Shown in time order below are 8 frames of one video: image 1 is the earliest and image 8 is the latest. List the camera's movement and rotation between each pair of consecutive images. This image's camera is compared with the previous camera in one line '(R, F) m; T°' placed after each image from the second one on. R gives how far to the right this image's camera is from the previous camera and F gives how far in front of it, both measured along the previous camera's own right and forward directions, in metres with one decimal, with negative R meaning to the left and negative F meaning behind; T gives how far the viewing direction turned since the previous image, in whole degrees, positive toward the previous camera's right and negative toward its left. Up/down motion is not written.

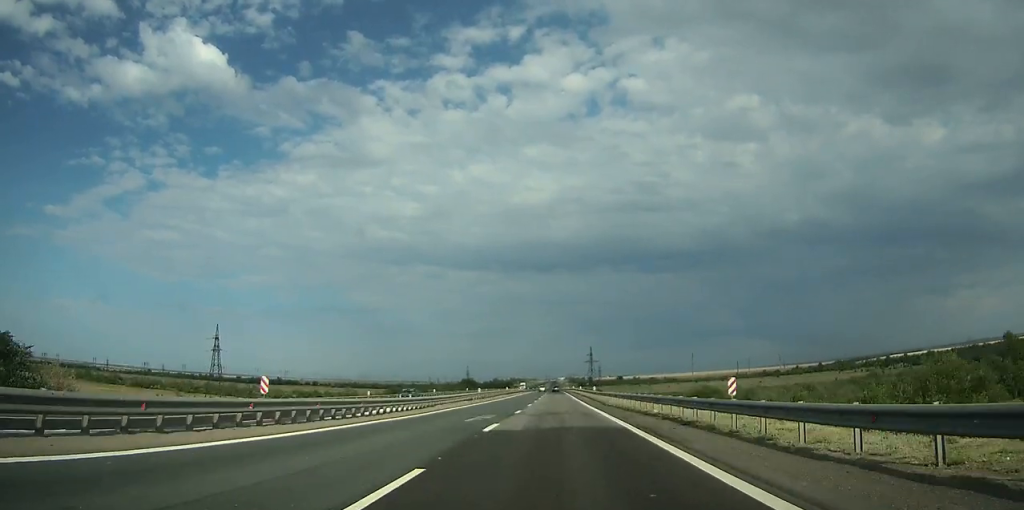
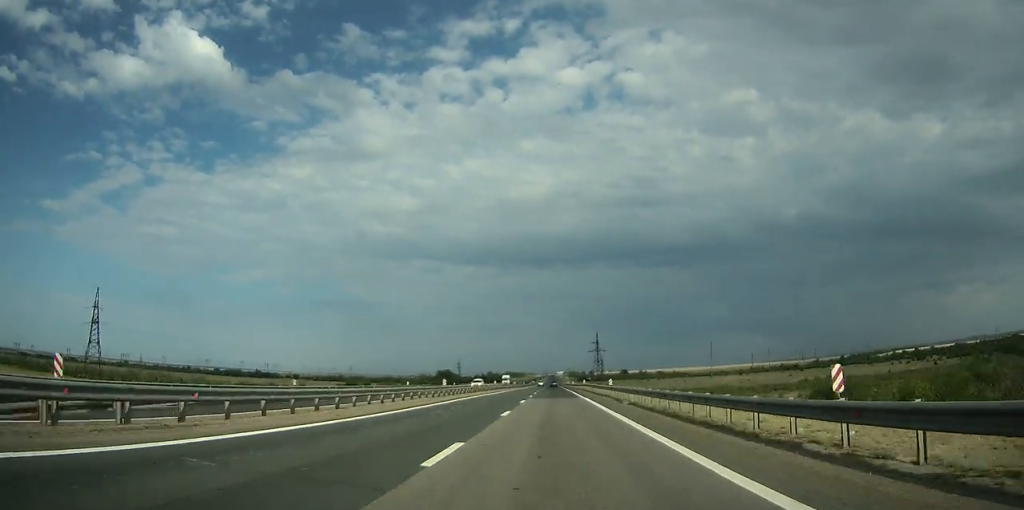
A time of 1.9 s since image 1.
(+0.1, +56.1) m; 0°
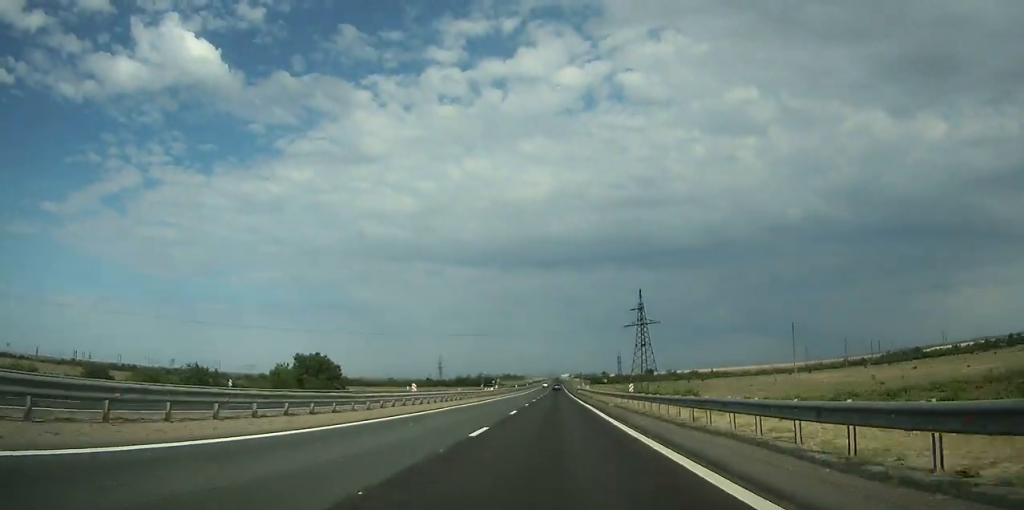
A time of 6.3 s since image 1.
(-0.3, +128.4) m; 0°
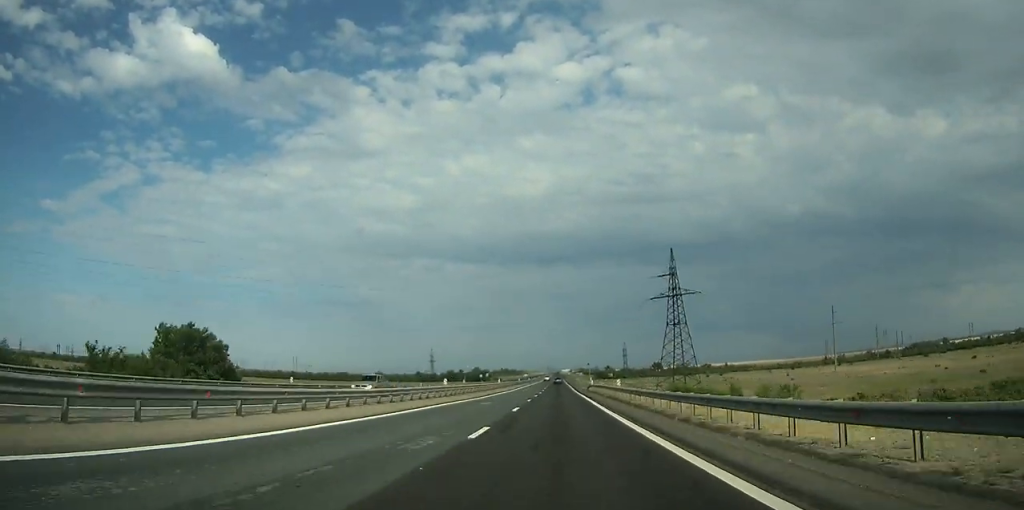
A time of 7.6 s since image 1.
(-0.2, +36.8) m; 0°
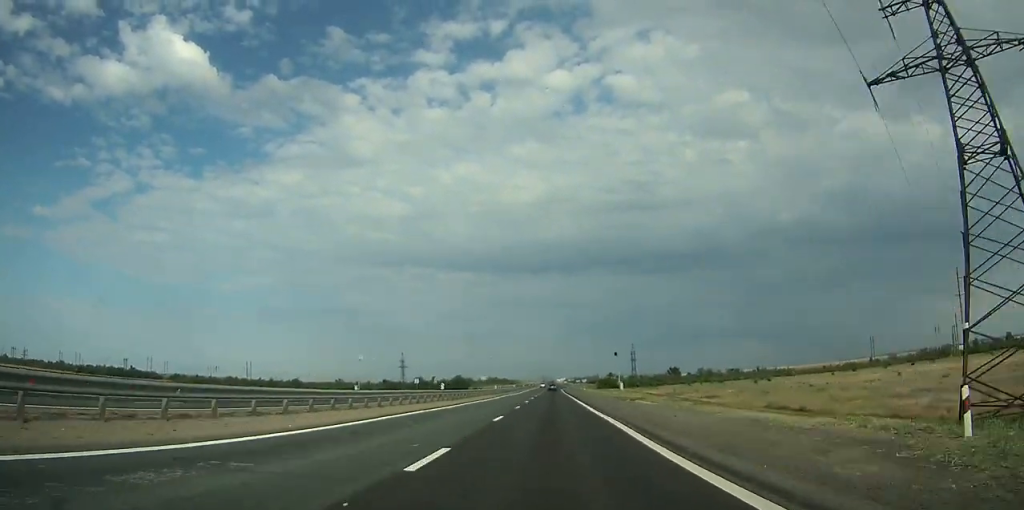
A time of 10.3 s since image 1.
(+0.2, +74.8) m; 0°
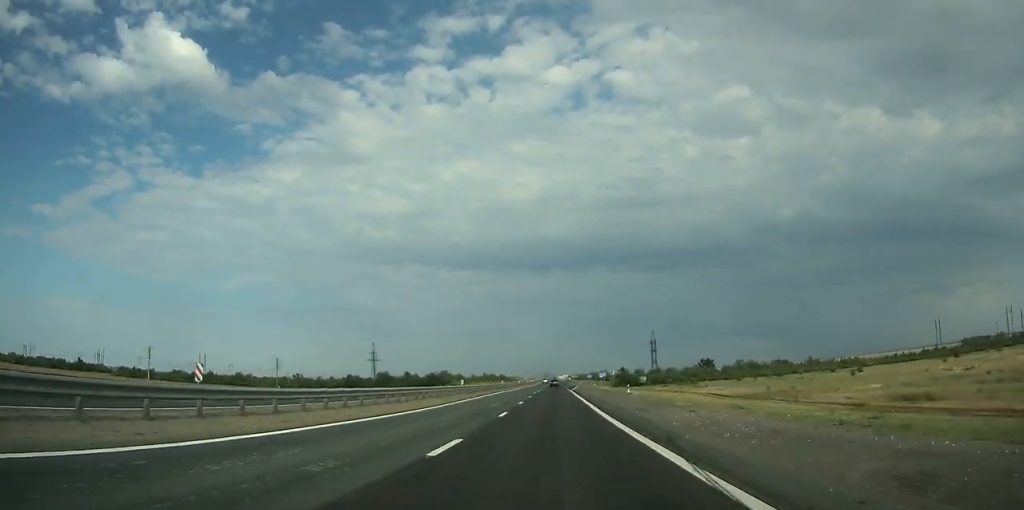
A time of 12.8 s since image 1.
(+0.1, +68.0) m; 0°
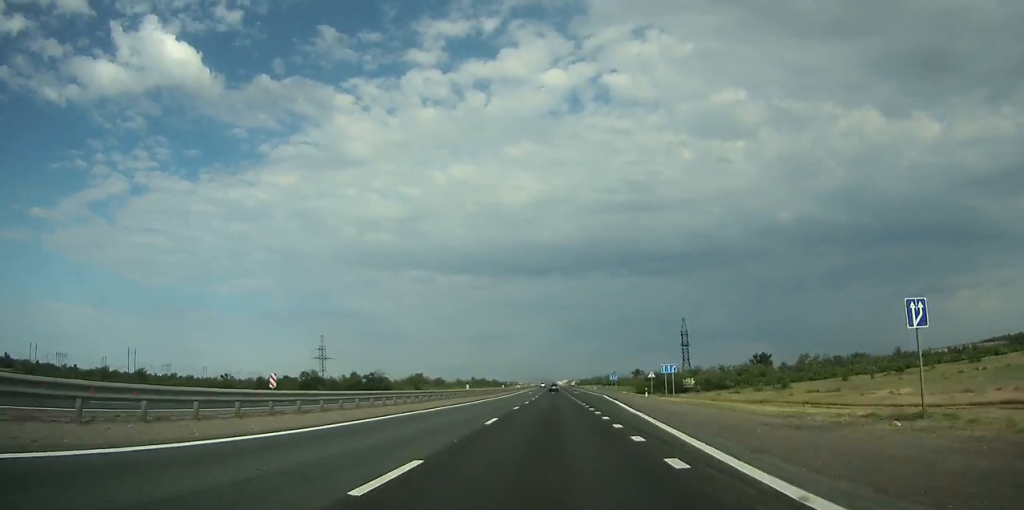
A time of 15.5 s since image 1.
(-0.1, +74.4) m; 0°
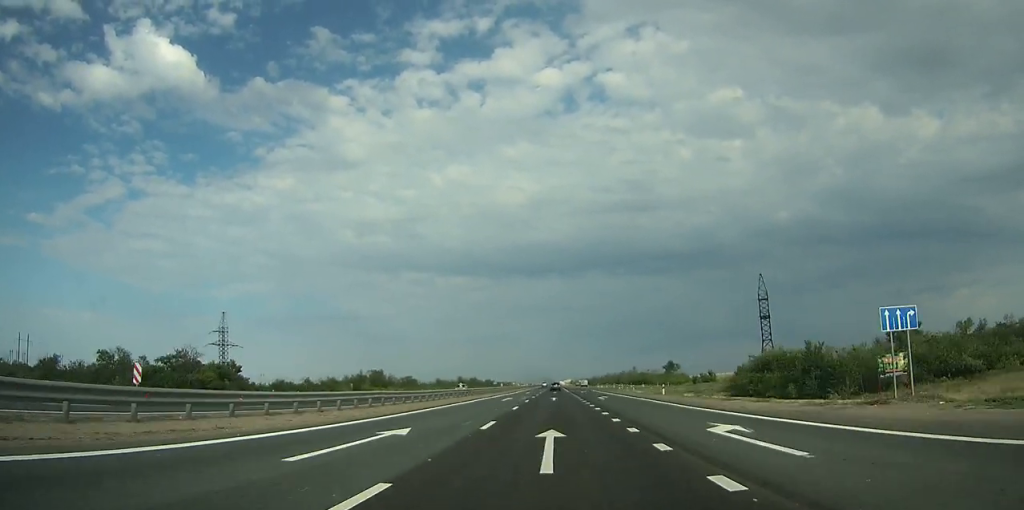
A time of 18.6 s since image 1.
(0.0, +87.7) m; 0°
